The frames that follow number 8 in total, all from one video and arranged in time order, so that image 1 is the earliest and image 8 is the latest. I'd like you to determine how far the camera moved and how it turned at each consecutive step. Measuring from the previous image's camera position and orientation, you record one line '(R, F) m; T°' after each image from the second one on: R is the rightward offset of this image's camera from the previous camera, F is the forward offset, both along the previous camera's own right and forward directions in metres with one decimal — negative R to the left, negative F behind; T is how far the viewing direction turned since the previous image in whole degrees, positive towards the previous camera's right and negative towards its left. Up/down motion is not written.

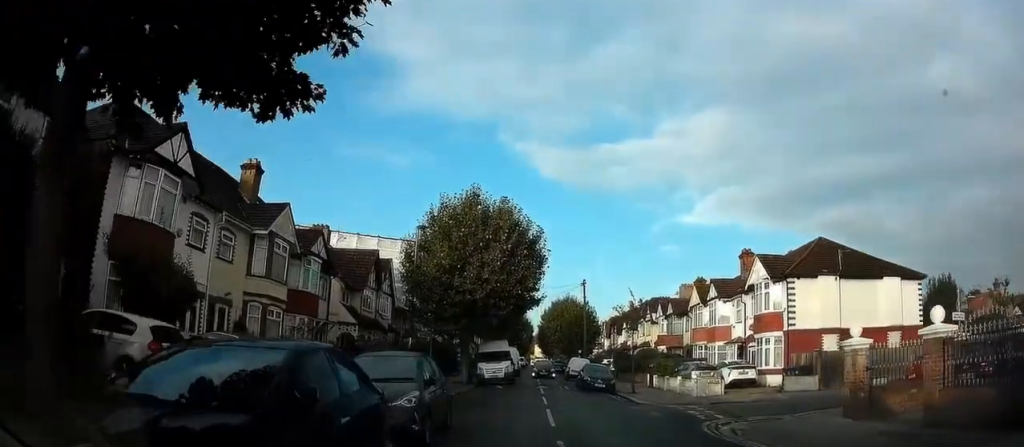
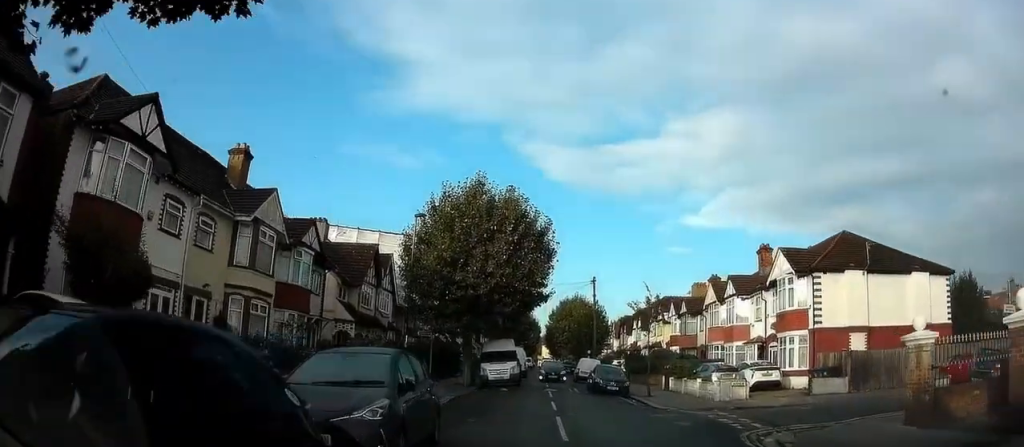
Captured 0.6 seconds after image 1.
(+0.1, +2.5) m; +1°
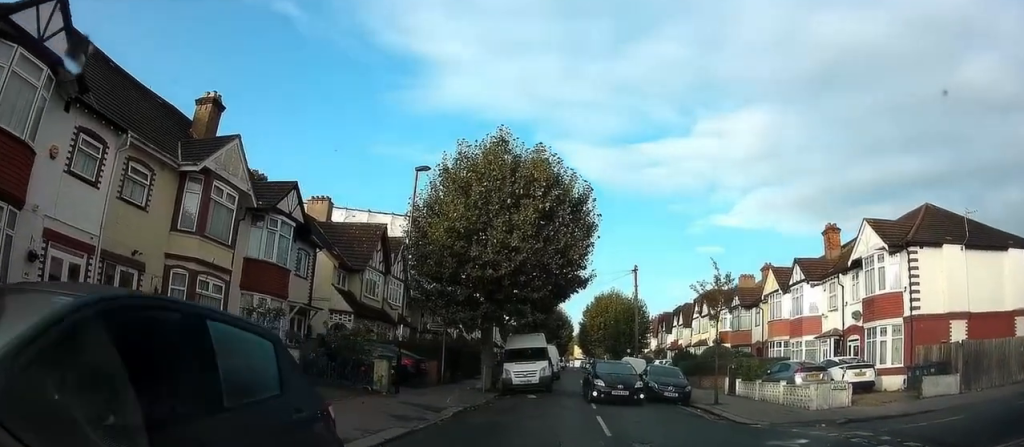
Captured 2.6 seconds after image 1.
(-1.1, +6.1) m; -16°
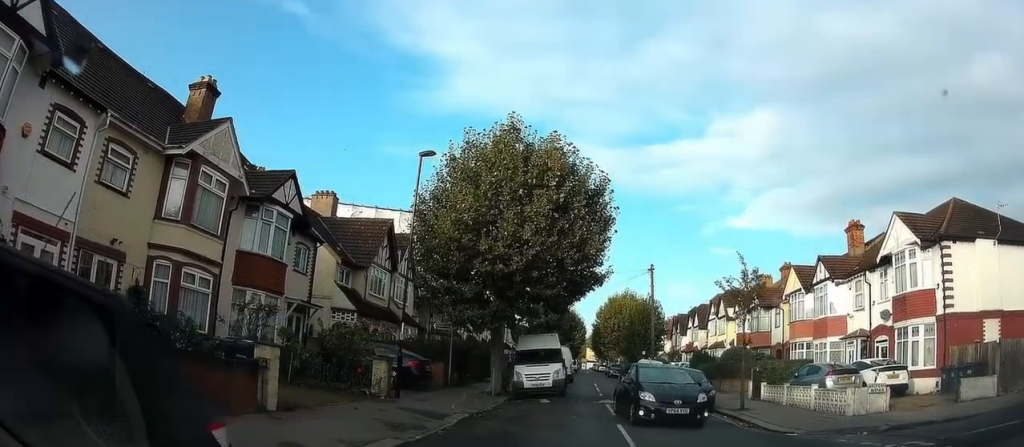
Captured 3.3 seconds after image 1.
(+0.1, +1.6) m; +3°
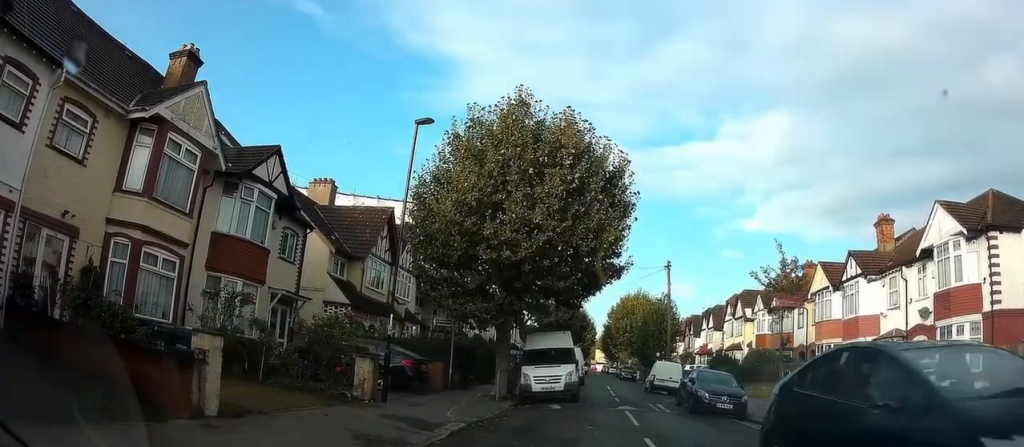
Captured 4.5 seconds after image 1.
(+0.1, +2.6) m; -1°
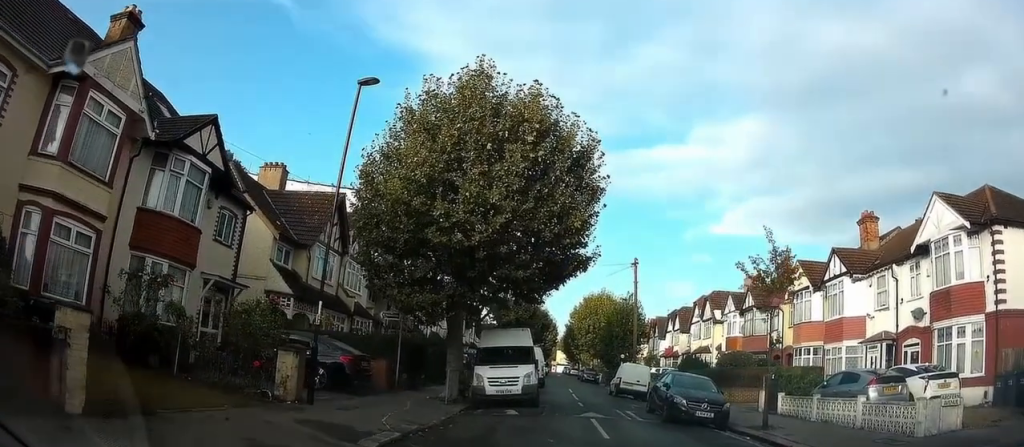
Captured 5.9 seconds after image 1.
(-0.1, +2.3) m; +5°
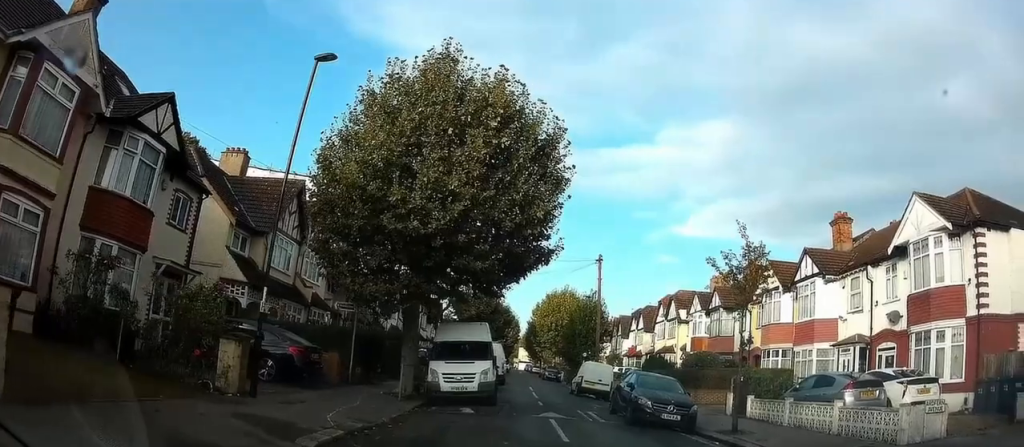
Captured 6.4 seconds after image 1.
(-0.1, +0.8) m; +15°
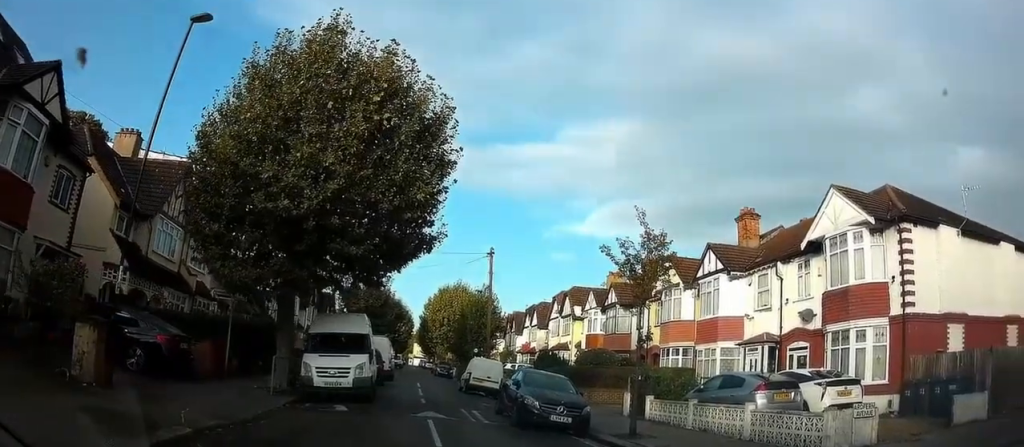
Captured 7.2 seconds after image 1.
(+0.4, +1.2) m; +27°
